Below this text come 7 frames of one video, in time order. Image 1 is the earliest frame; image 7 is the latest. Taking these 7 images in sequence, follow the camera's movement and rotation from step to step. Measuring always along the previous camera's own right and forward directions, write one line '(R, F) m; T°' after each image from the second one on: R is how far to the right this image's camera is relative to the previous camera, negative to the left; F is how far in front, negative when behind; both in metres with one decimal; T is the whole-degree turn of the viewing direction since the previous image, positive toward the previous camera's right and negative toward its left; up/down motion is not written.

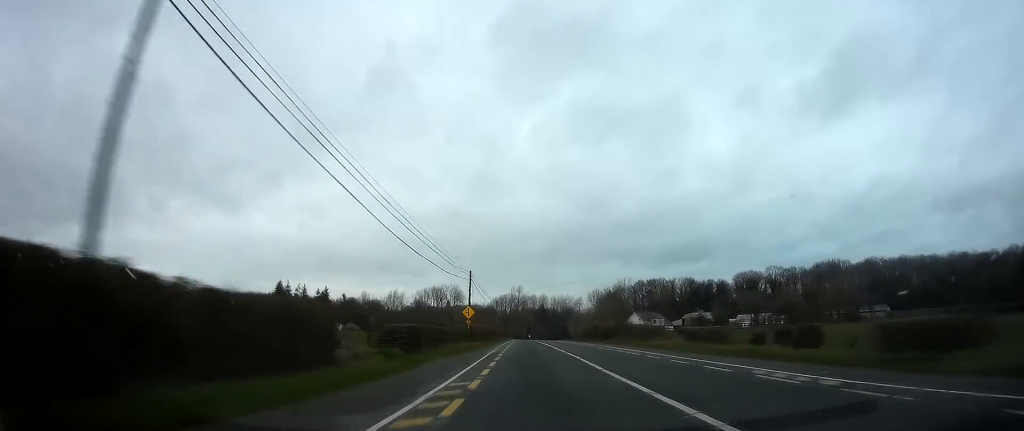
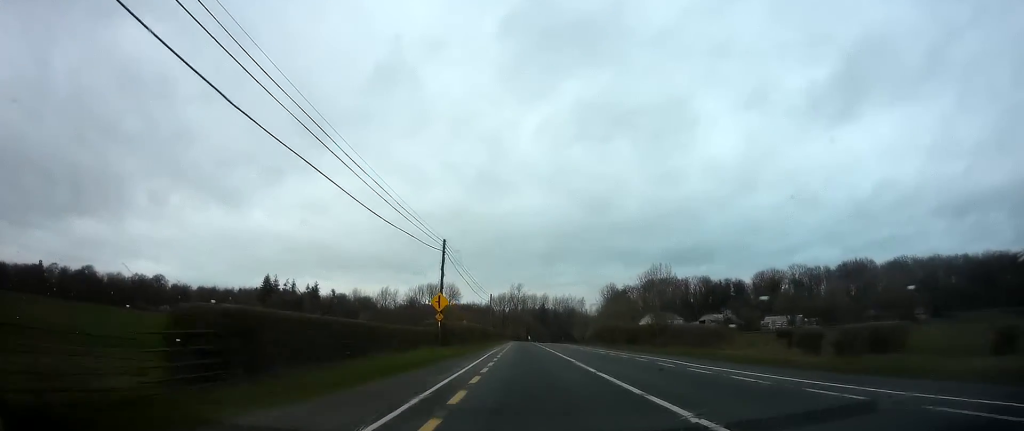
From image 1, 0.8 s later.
(0.0, +18.6) m; 0°
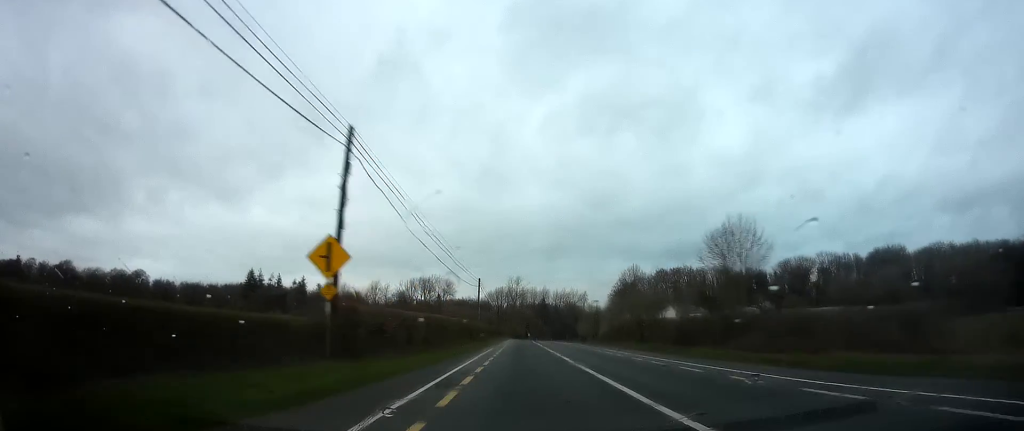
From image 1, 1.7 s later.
(+0.1, +20.1) m; 0°
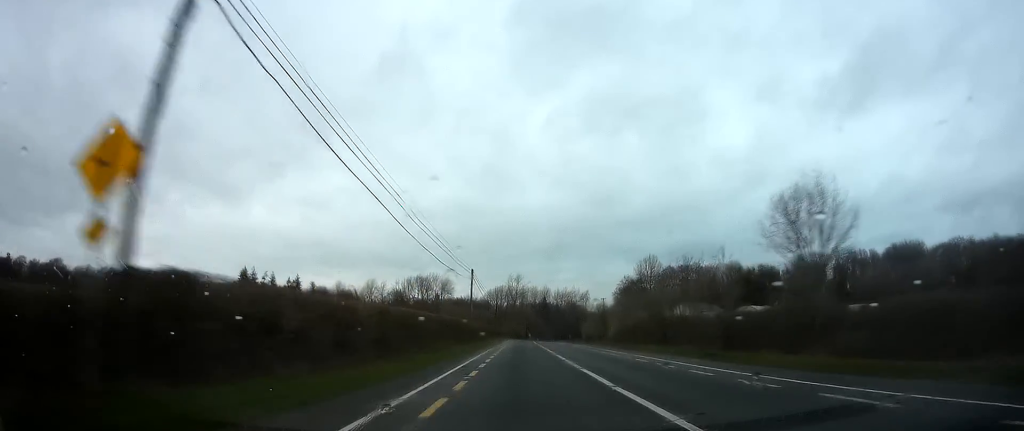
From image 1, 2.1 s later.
(0.0, +9.3) m; 0°
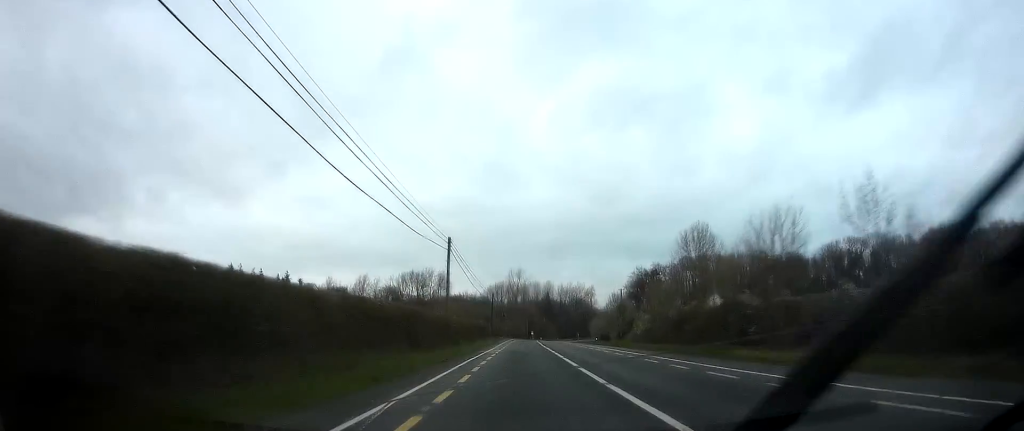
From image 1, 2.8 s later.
(+0.1, +17.7) m; 0°
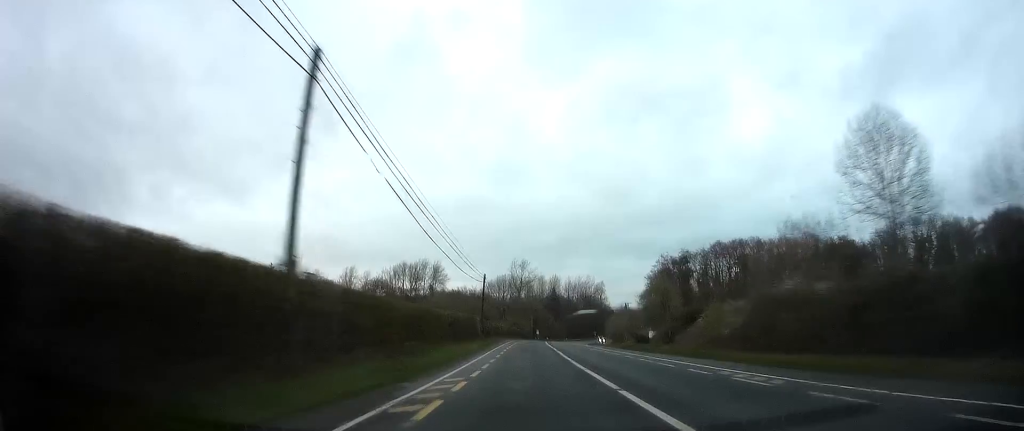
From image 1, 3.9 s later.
(-0.1, +25.4) m; 0°
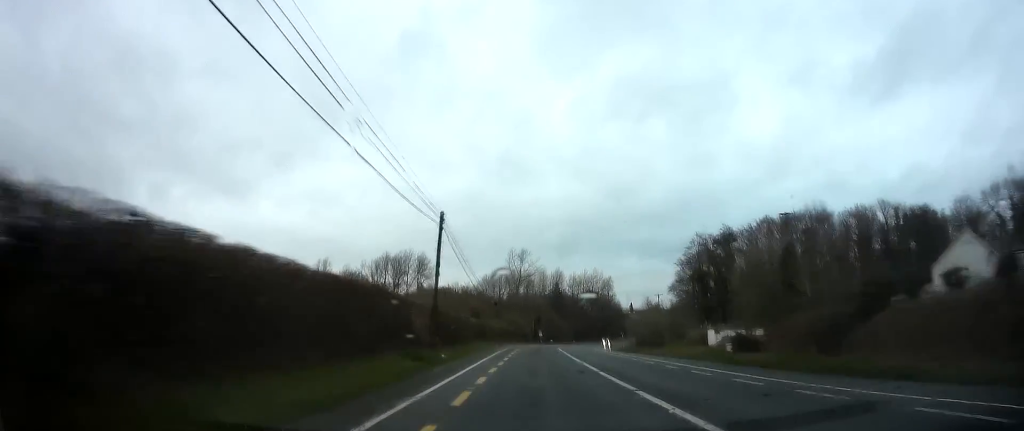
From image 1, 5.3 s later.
(0.0, +30.5) m; 0°
